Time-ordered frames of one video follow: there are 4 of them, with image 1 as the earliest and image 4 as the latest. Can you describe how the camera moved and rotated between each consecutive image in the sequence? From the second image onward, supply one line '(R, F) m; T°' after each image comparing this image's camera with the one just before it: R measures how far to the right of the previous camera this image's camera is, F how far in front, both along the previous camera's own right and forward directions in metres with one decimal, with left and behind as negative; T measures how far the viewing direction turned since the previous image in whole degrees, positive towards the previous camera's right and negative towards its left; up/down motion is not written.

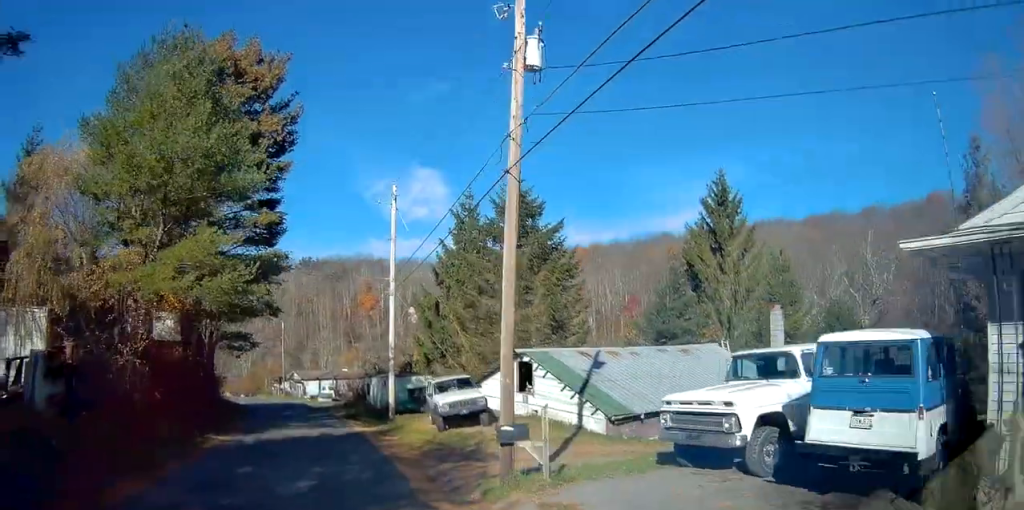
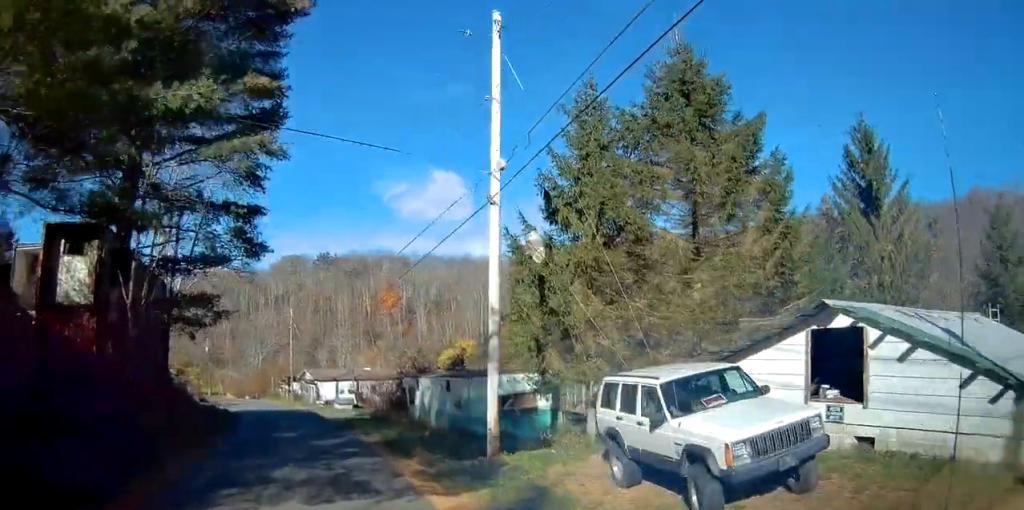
(+0.1, +13.0) m; +1°
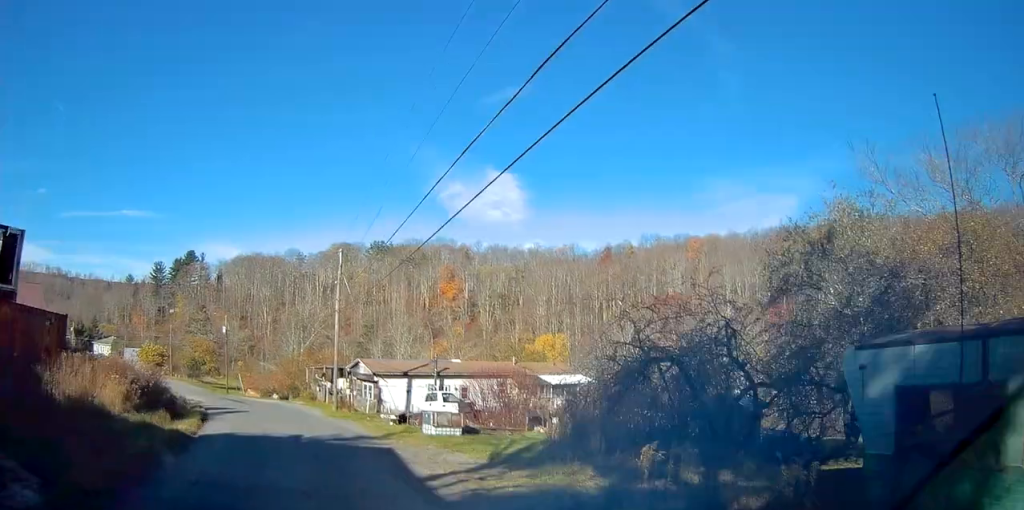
(-0.8, +22.2) m; -6°
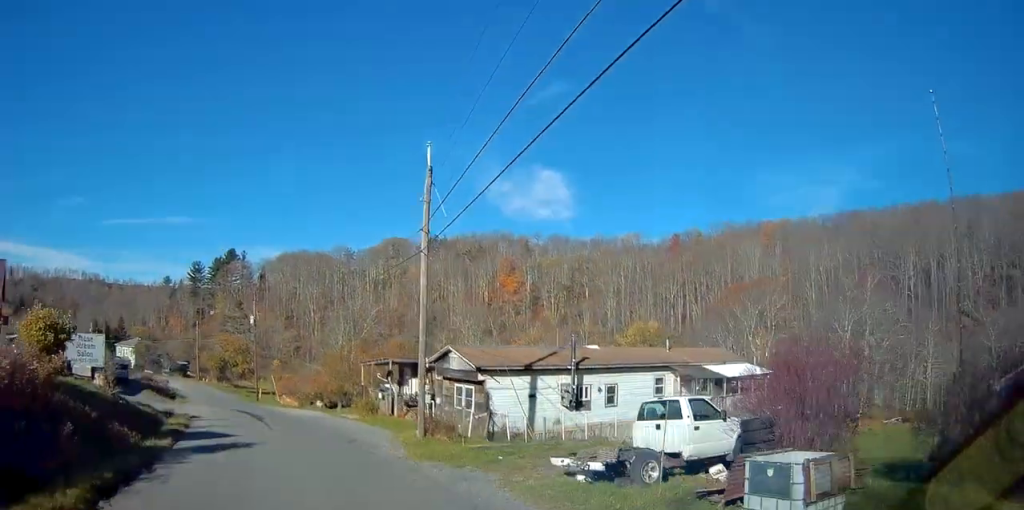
(-0.6, +14.6) m; -5°
